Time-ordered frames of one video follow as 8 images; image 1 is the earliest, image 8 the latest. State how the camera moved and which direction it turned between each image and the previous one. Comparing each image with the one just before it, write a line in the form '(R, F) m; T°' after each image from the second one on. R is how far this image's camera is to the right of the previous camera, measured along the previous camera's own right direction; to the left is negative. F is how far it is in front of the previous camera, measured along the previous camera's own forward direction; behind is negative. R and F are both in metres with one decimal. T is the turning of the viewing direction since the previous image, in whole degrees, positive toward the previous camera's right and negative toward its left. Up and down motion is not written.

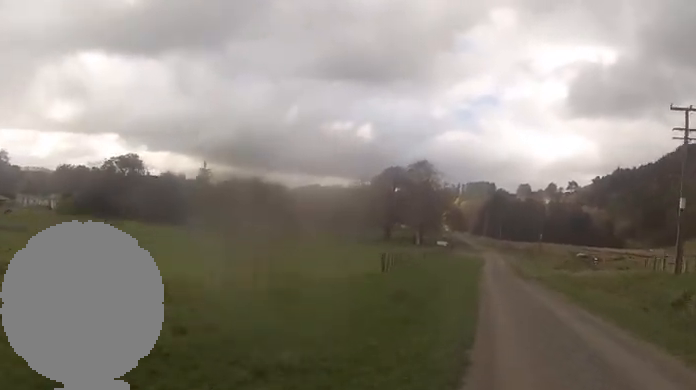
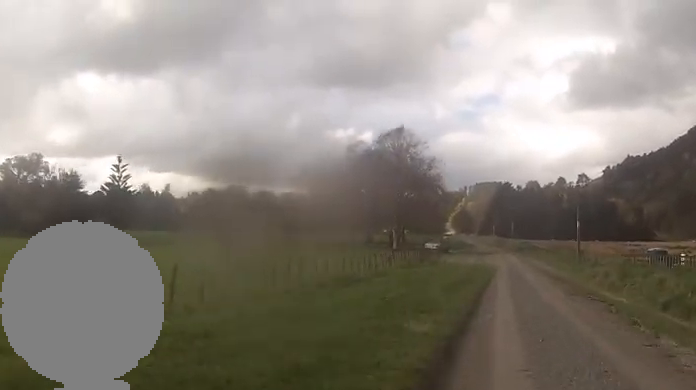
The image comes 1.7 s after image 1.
(-2.9, +33.2) m; -8°
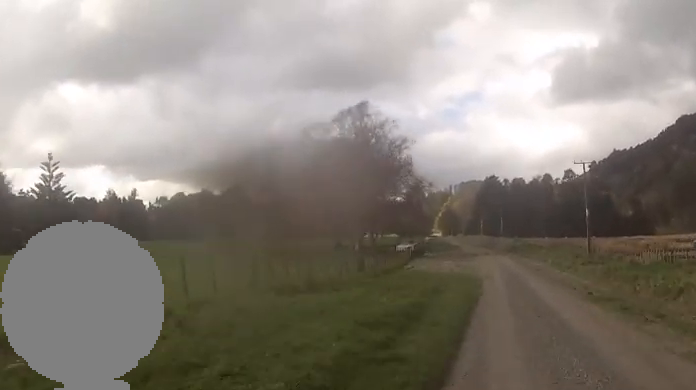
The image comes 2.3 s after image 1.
(-0.4, +13.5) m; -1°
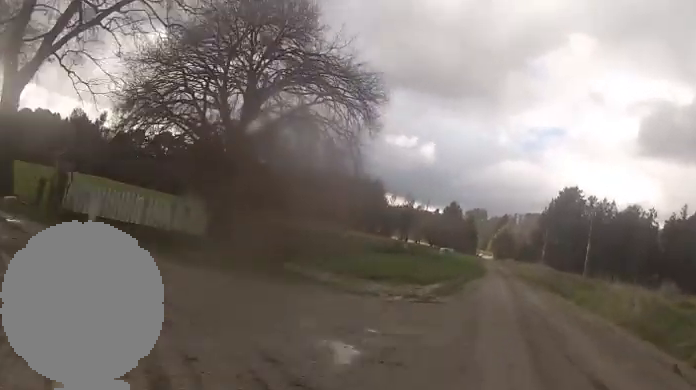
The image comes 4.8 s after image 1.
(+1.3, +59.3) m; +2°
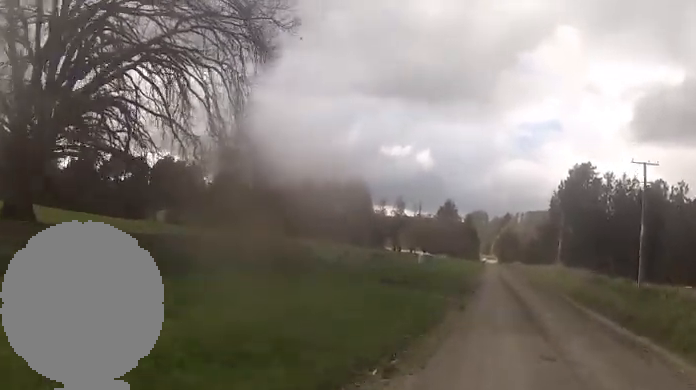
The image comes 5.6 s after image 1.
(0.0, +21.1) m; 0°
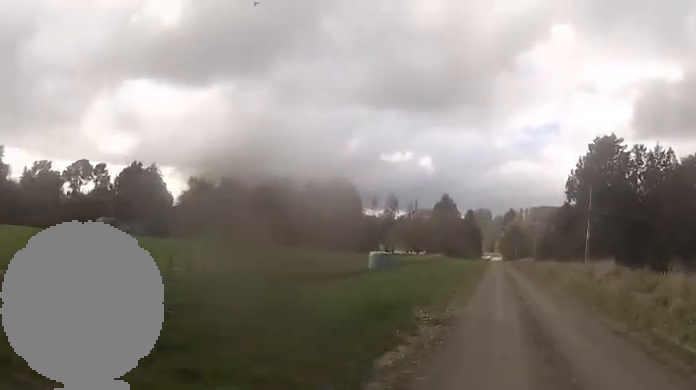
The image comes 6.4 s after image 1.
(-0.5, +19.4) m; 0°
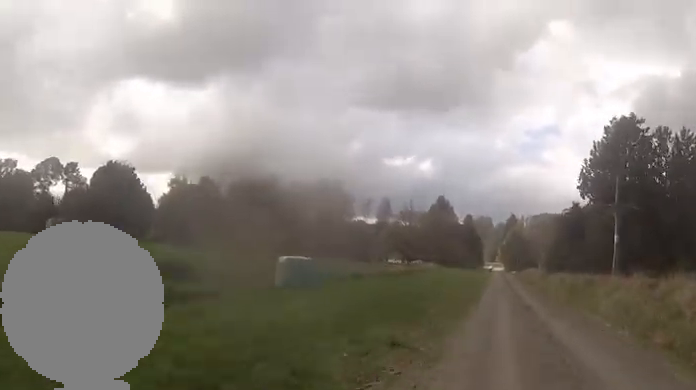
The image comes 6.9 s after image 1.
(+0.6, +11.8) m; -1°
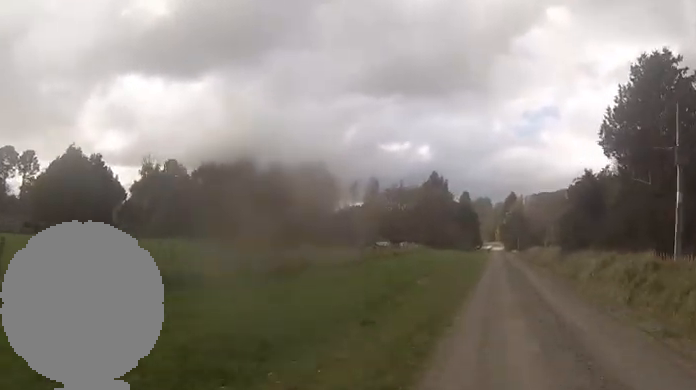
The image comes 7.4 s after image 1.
(+0.1, +14.2) m; -1°
